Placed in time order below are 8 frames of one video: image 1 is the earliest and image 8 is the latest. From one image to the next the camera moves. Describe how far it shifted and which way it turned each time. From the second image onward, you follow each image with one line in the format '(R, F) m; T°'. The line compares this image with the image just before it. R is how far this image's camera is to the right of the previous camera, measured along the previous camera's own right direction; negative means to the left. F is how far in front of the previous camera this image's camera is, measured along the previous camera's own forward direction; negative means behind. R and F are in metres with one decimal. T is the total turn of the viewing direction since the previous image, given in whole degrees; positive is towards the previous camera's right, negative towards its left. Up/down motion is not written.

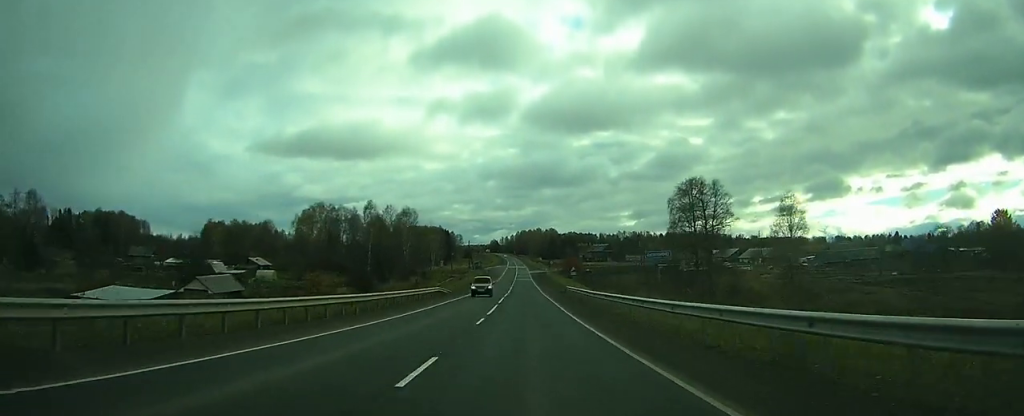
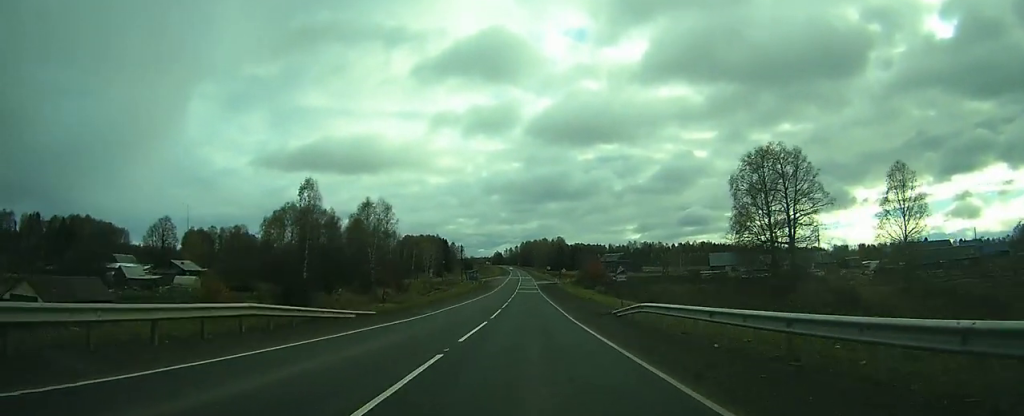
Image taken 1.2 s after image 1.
(+0.1, +35.1) m; 0°
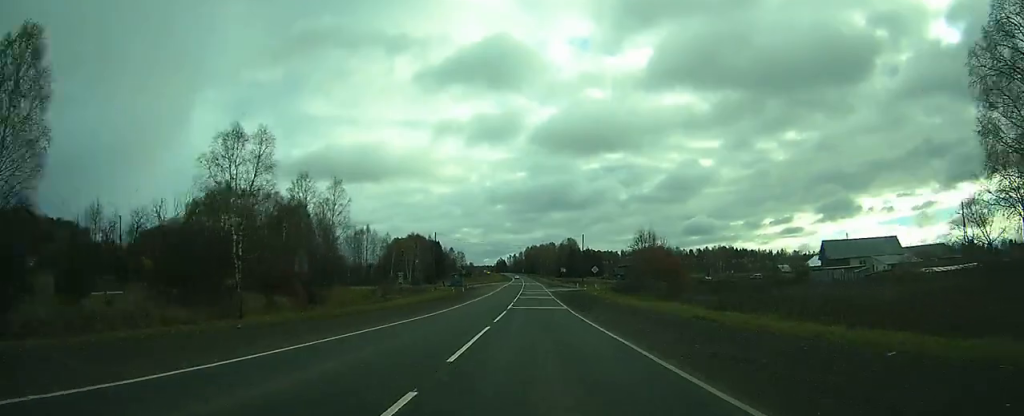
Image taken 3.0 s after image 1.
(-0.3, +51.9) m; -1°
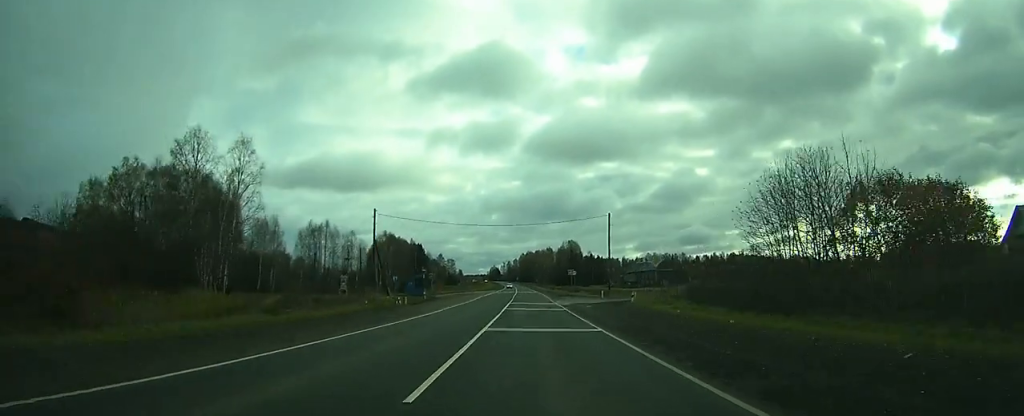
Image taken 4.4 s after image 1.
(-0.1, +39.8) m; 0°
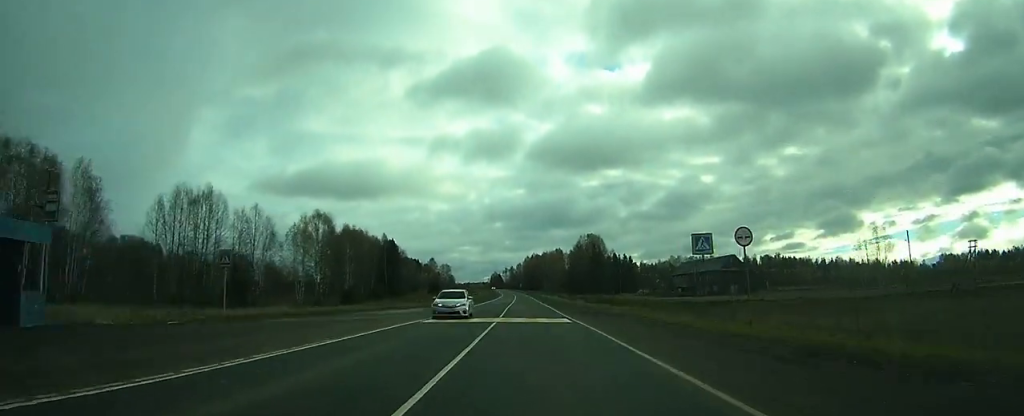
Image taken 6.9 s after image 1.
(+0.1, +70.9) m; 0°
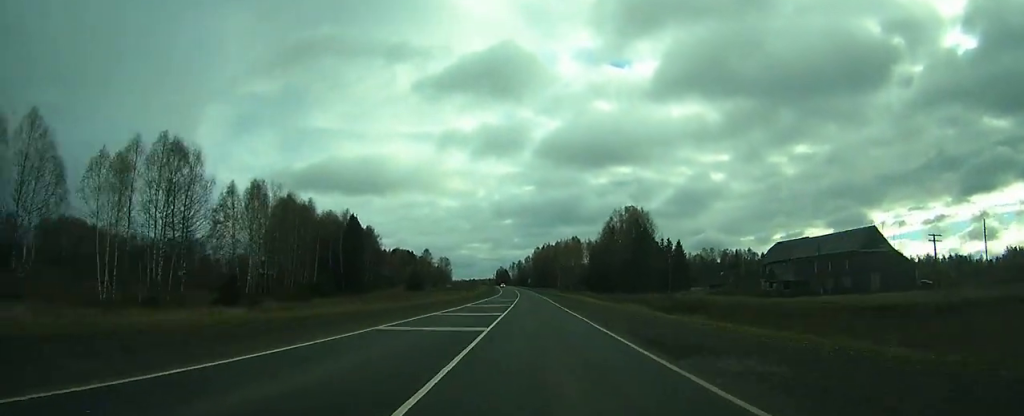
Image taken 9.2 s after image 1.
(-0.6, +62.2) m; -1°
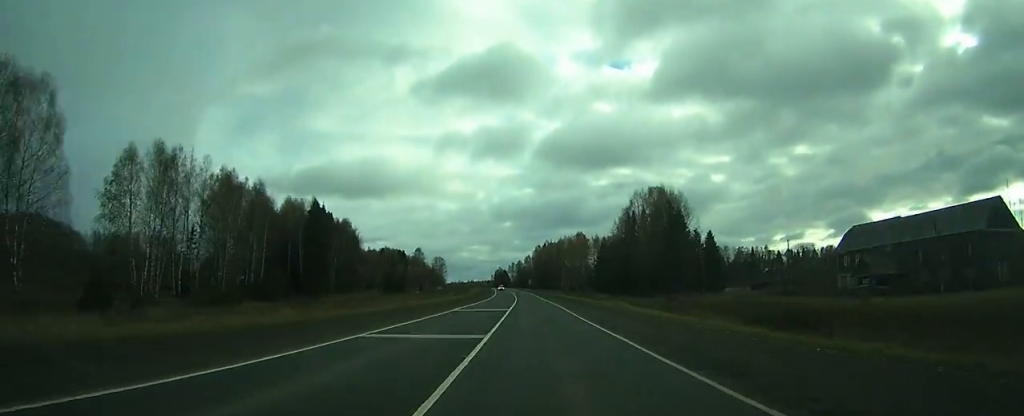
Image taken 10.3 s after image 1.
(-0.2, +28.9) m; 0°
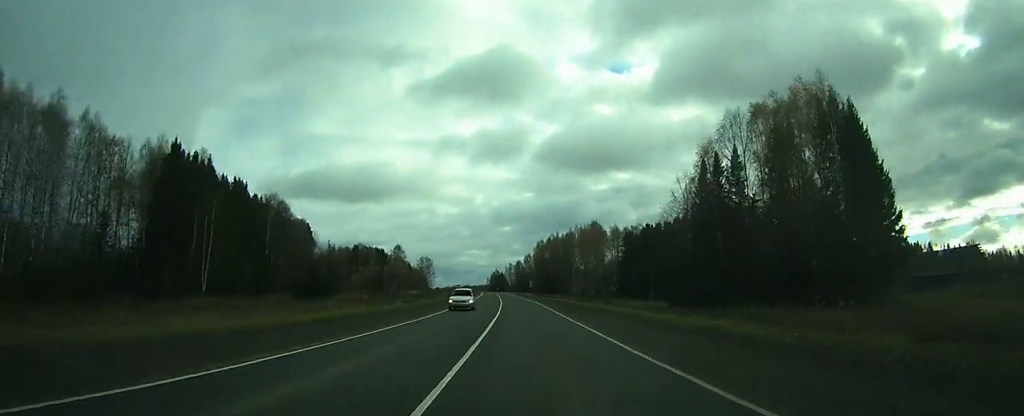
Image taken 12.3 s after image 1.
(-0.1, +56.0) m; 0°
